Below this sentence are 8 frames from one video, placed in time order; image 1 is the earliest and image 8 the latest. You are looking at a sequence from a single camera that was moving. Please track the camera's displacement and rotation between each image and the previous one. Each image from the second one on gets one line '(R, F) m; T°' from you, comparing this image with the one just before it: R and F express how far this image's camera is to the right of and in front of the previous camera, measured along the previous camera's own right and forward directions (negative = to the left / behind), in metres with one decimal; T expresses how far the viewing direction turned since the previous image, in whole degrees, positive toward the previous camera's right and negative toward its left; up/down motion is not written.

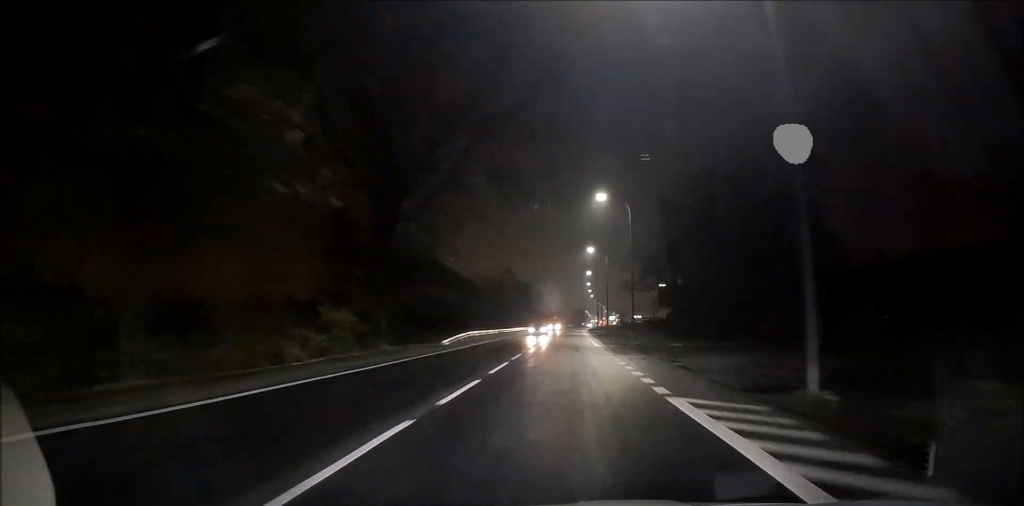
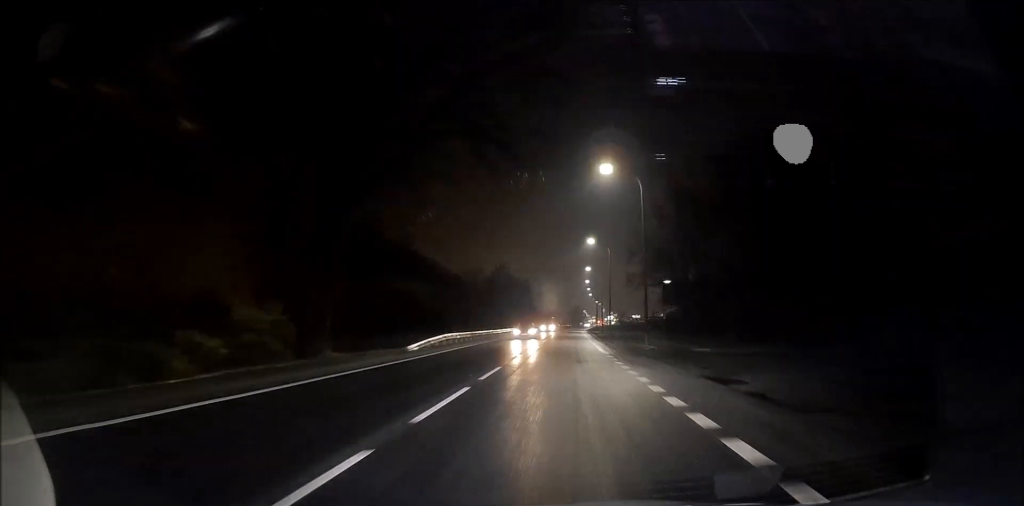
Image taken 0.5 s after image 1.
(-0.1, +7.6) m; +1°
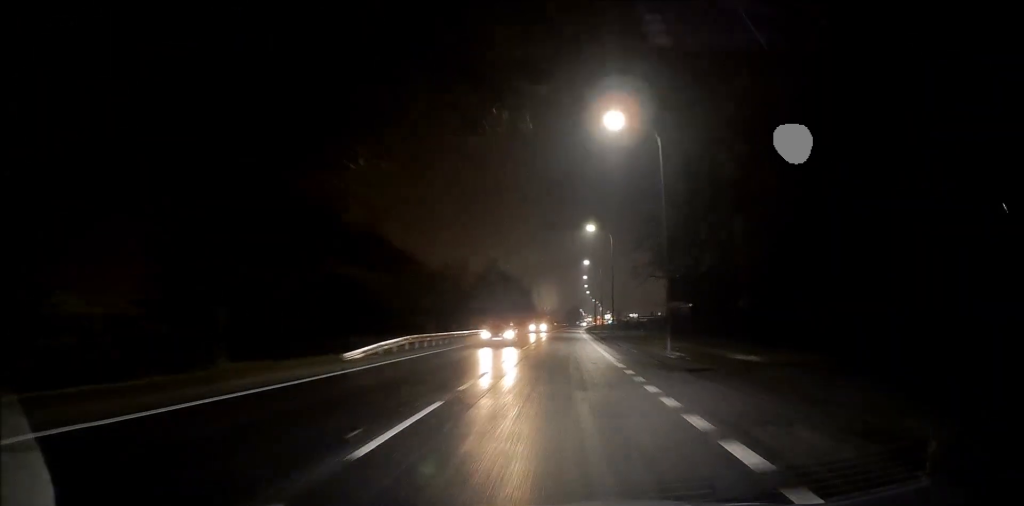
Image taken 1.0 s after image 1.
(+0.2, +8.2) m; 0°
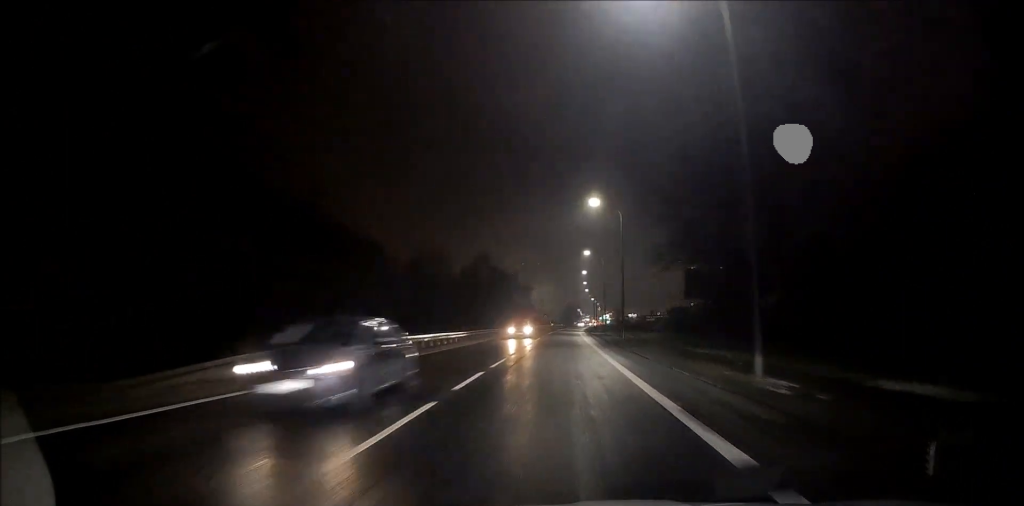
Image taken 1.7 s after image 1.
(+0.1, +12.0) m; 0°
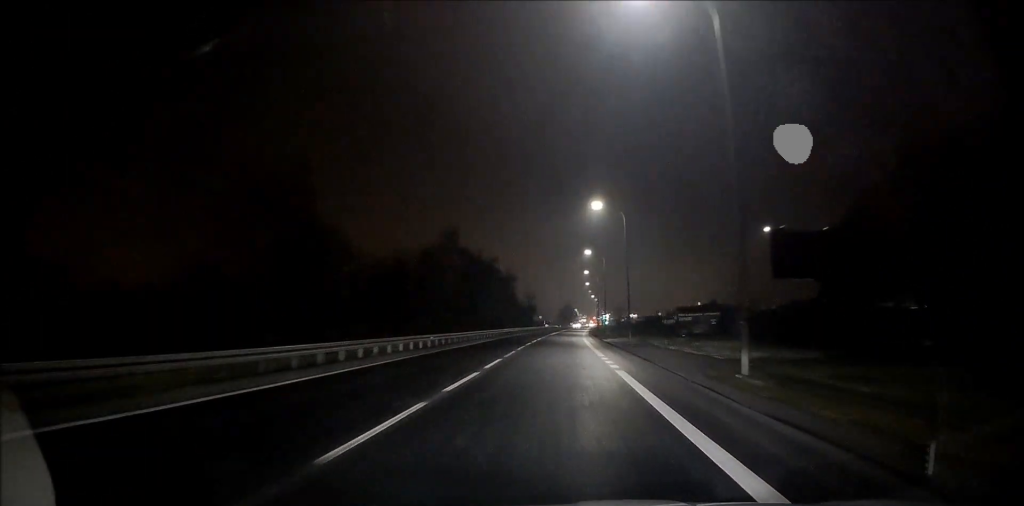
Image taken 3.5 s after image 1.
(-0.7, +29.7) m; 0°
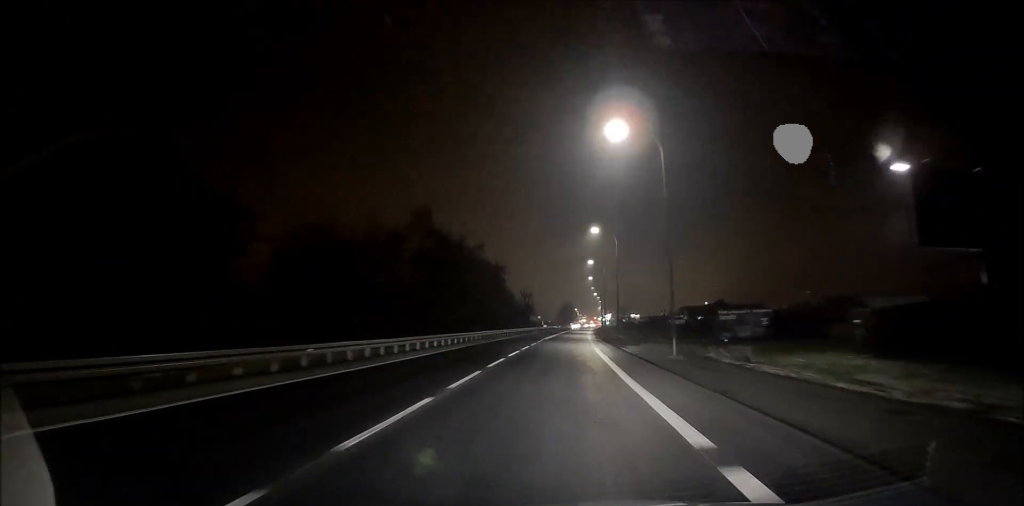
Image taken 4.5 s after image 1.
(+0.5, +17.2) m; +2°
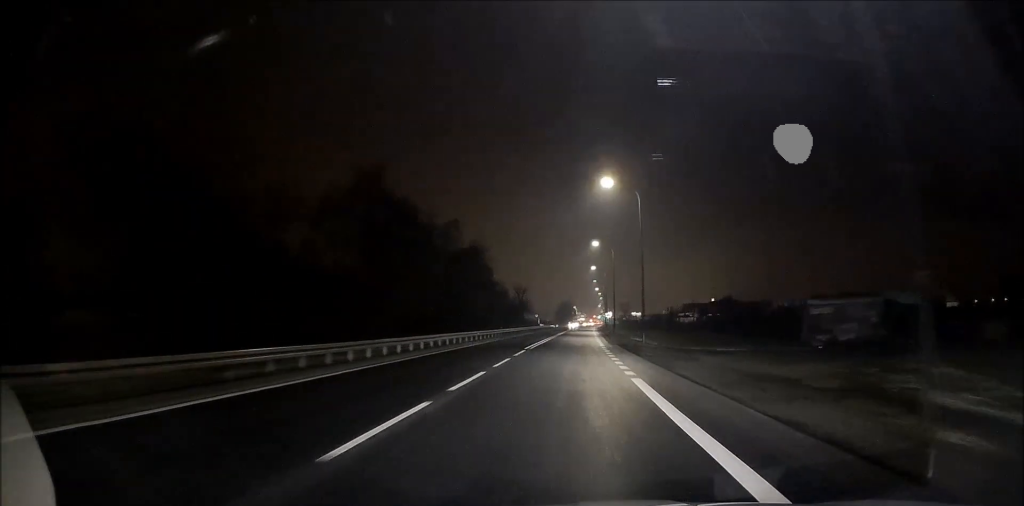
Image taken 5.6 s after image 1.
(-0.1, +18.4) m; -2°
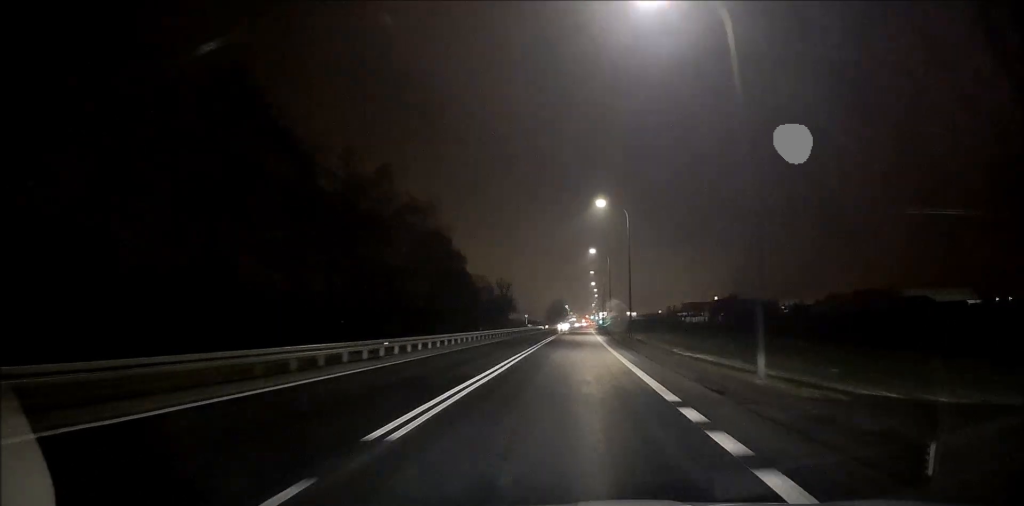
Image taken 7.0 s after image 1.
(-0.3, +22.9) m; 0°
